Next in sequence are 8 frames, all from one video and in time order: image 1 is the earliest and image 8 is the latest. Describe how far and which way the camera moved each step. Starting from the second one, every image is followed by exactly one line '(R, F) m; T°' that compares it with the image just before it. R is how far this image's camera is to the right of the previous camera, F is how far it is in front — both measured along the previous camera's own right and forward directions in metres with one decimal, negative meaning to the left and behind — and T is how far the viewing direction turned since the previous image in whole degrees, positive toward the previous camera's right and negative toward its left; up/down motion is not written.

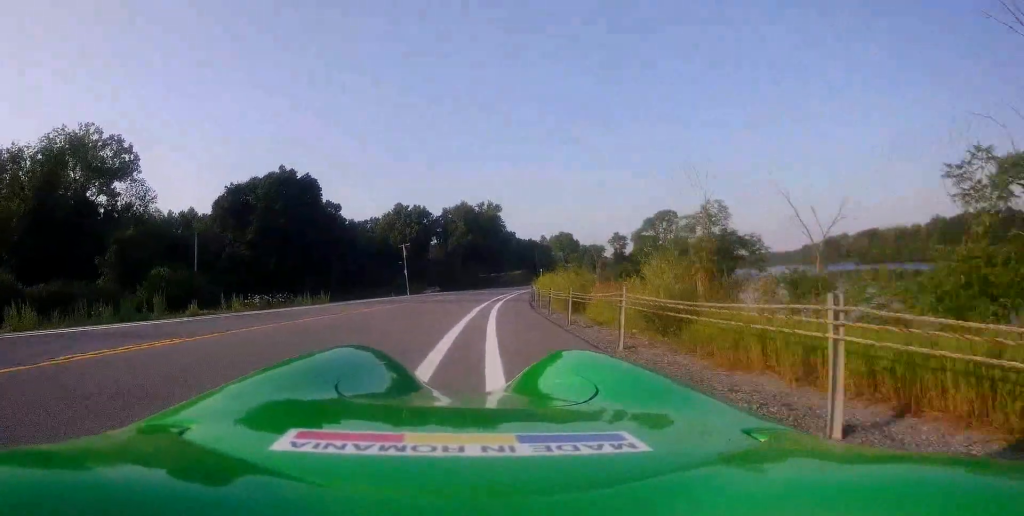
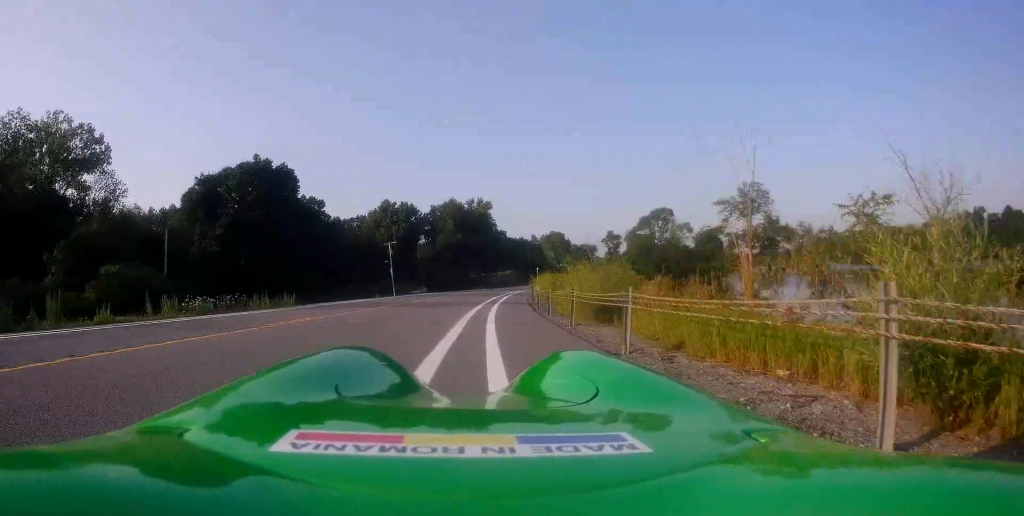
(+0.2, +5.6) m; 0°
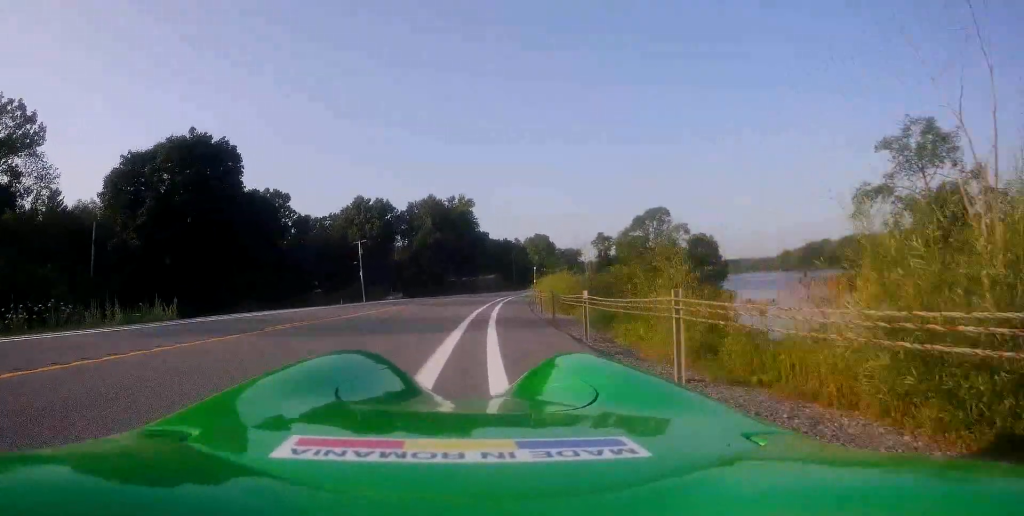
(-0.1, +11.7) m; +2°
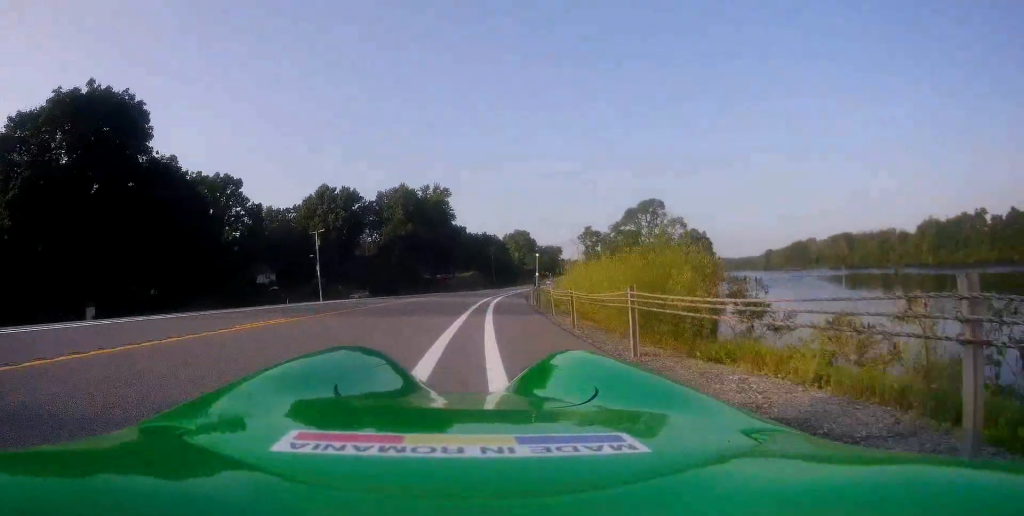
(+0.3, +13.8) m; +2°
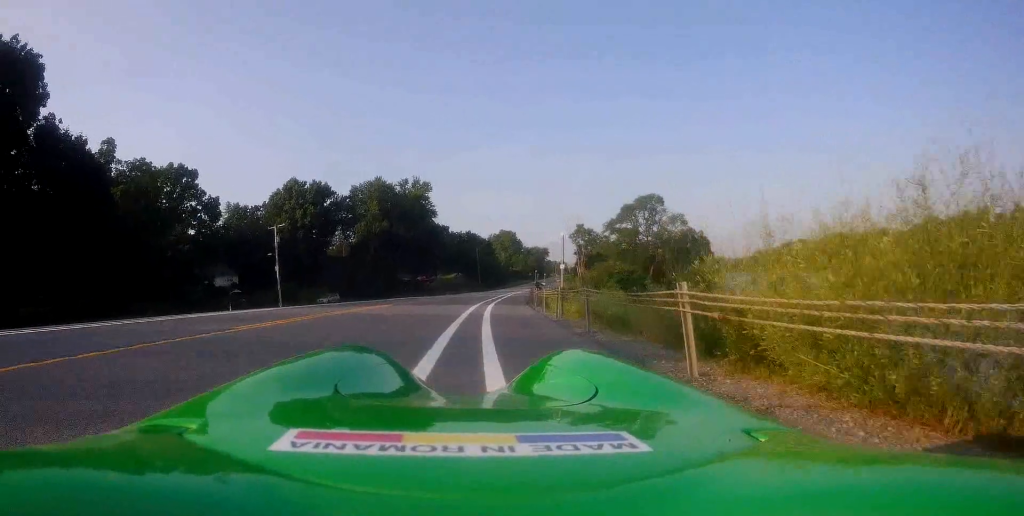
(+0.3, +11.1) m; +3°
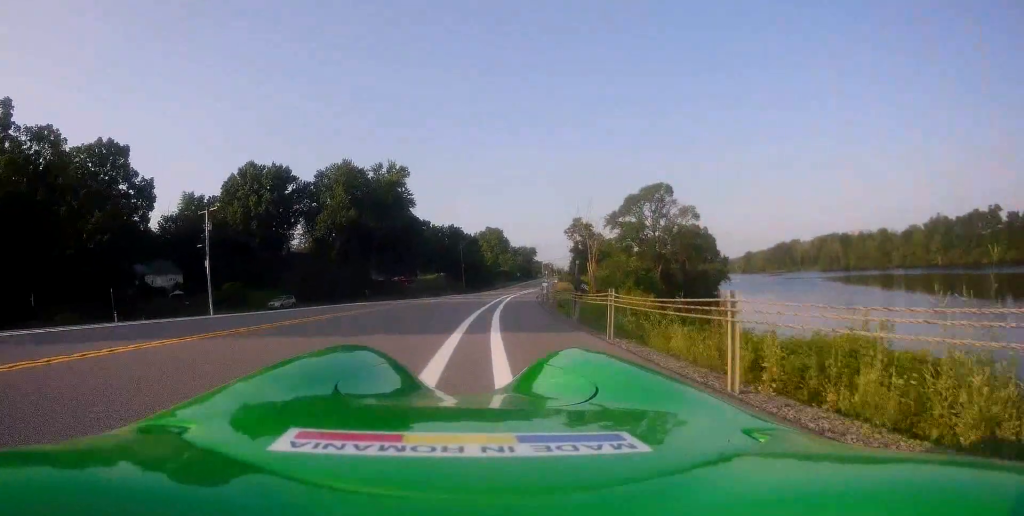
(+0.1, +15.5) m; +1°
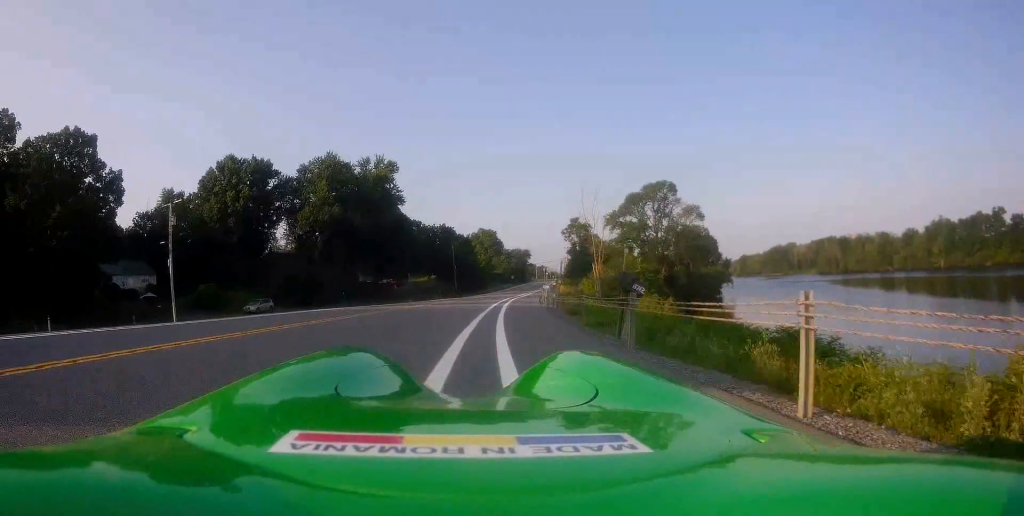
(0.0, +6.0) m; +1°
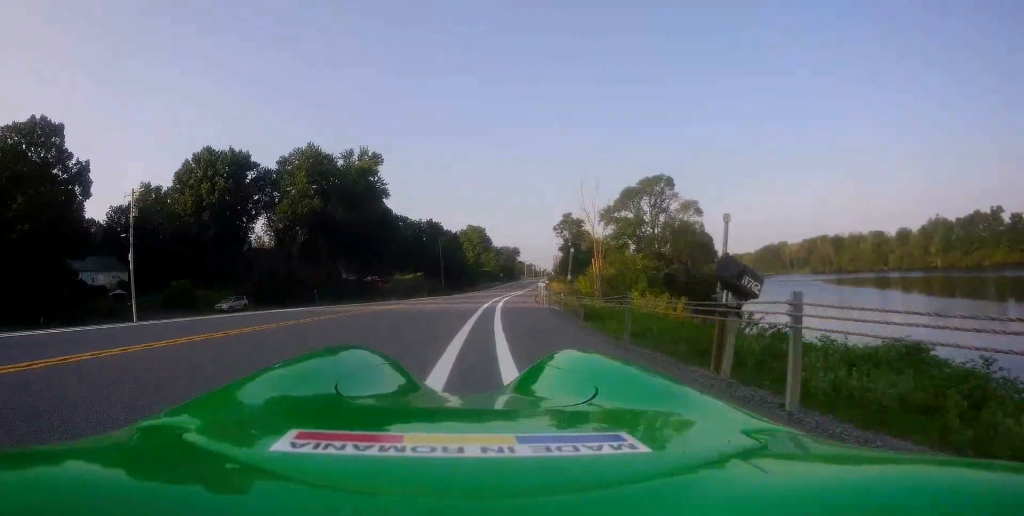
(+0.1, +4.8) m; +1°
